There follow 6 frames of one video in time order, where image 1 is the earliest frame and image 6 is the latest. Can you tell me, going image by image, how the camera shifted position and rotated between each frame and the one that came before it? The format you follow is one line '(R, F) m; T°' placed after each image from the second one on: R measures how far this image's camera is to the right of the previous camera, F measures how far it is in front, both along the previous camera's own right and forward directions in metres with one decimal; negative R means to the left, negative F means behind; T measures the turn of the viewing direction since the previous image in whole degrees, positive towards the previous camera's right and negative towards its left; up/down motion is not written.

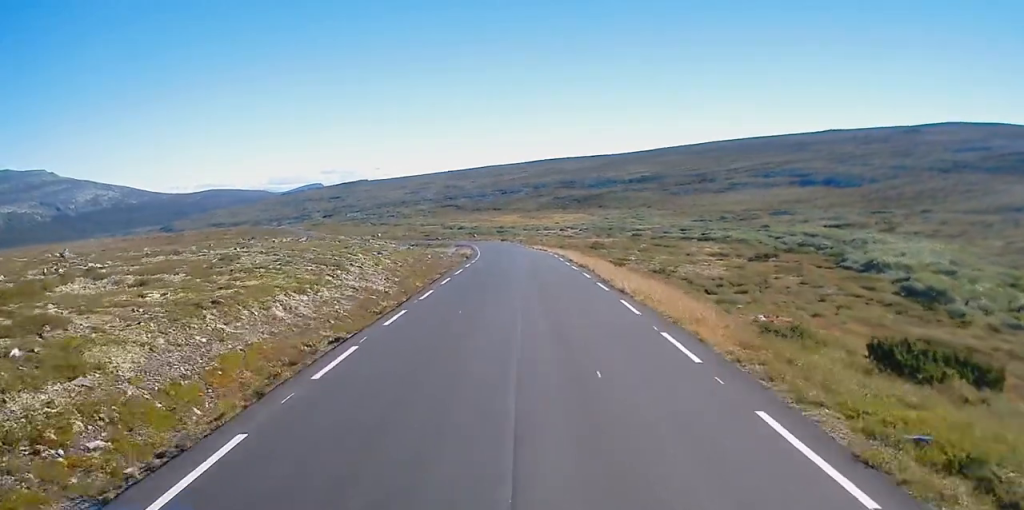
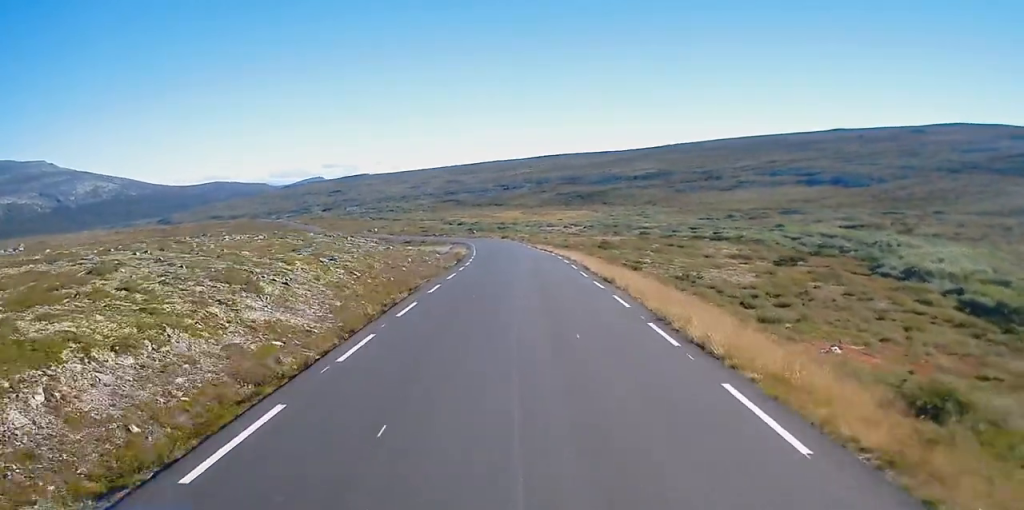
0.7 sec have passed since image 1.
(0.0, +10.7) m; 0°
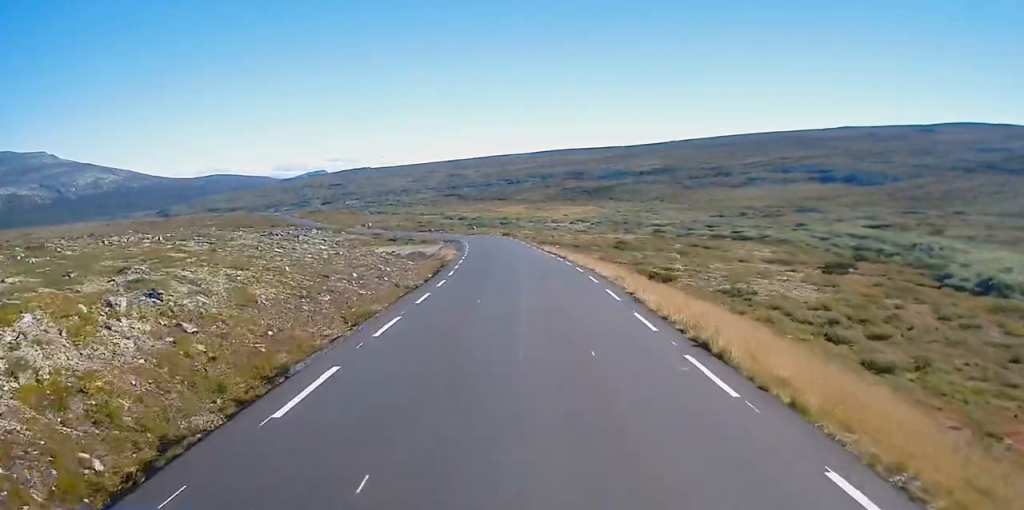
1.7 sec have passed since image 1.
(0.0, +15.8) m; 0°
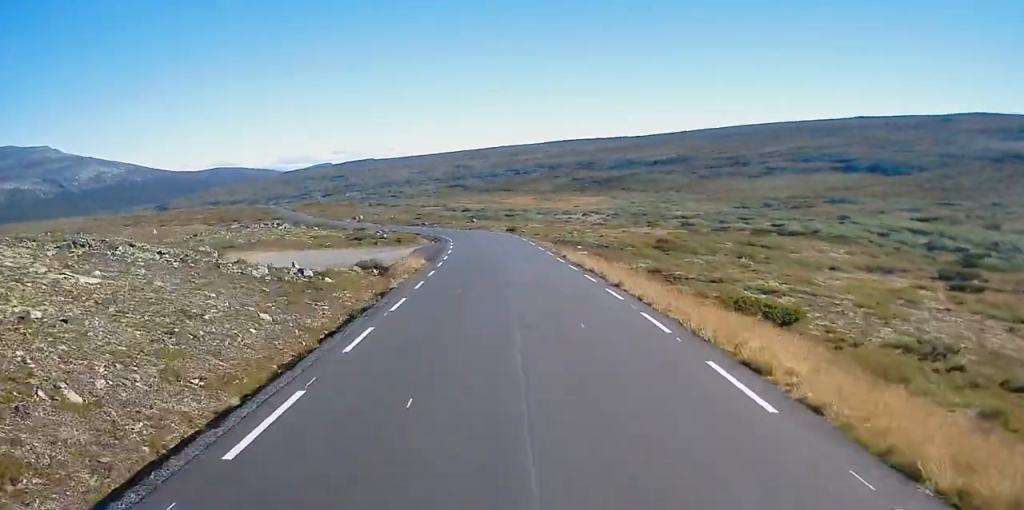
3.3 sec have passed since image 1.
(-0.2, +25.6) m; -1°
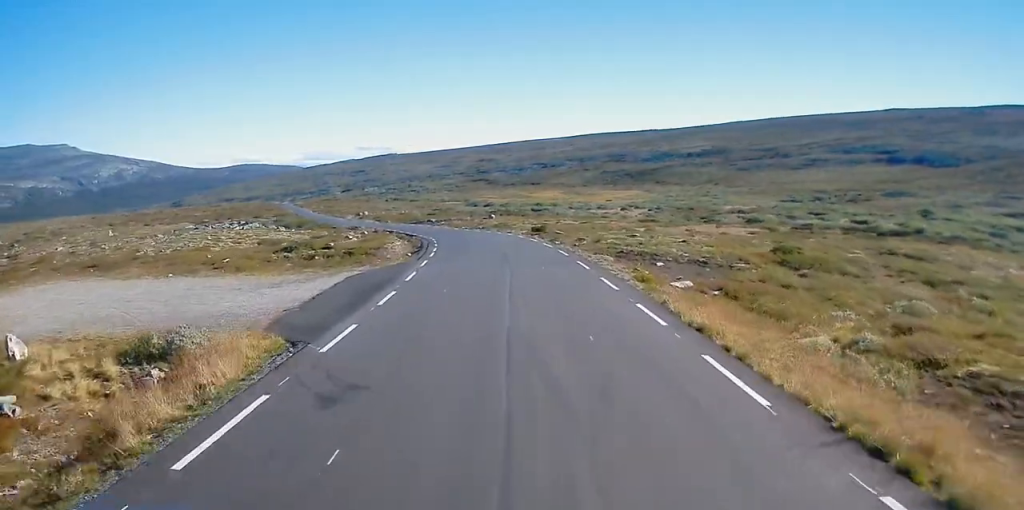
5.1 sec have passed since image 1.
(-0.2, +30.1) m; -2°
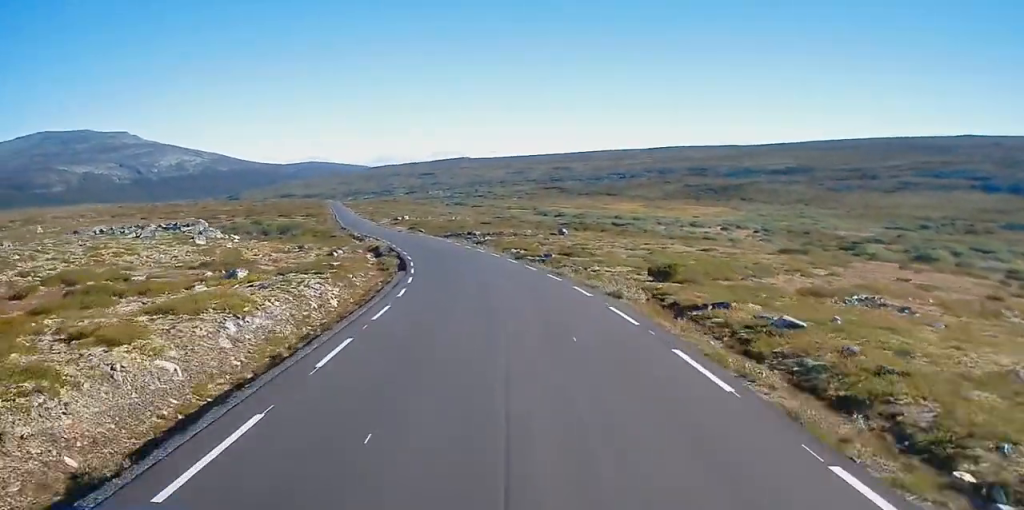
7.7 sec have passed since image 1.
(-1.2, +41.4) m; -5°
